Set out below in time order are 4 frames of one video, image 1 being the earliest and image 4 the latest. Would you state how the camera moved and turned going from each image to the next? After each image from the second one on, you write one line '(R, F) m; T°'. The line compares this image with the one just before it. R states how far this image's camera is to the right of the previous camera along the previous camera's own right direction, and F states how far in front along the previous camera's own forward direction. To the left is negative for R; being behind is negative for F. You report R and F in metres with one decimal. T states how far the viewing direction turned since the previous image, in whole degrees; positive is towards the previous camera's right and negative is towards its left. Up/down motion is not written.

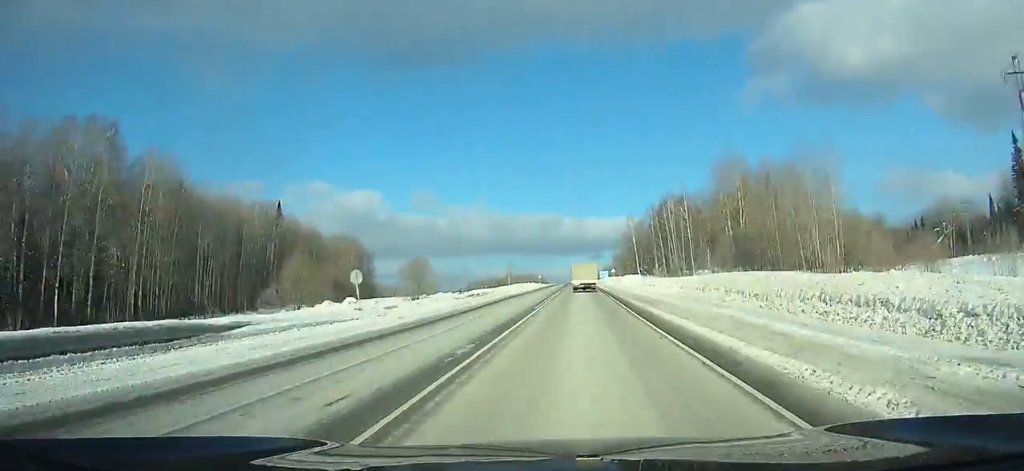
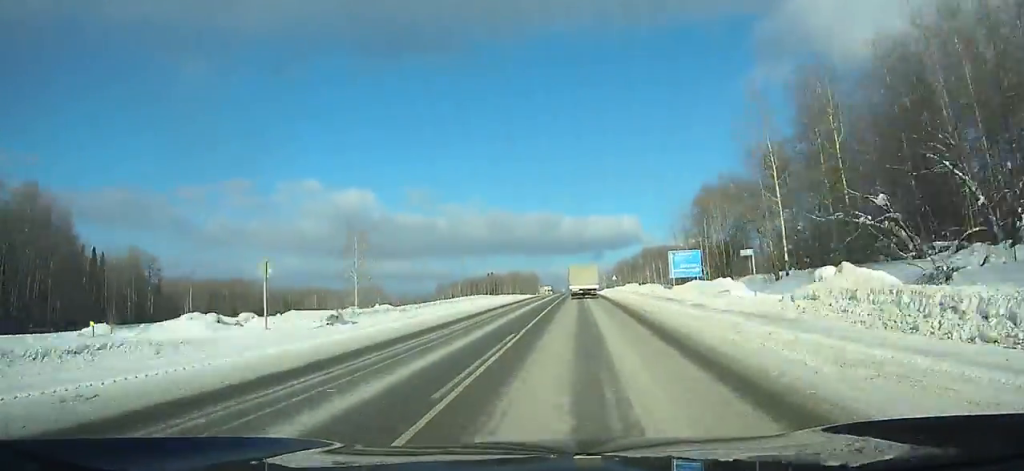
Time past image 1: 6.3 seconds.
(-0.5, +137.7) m; -1°
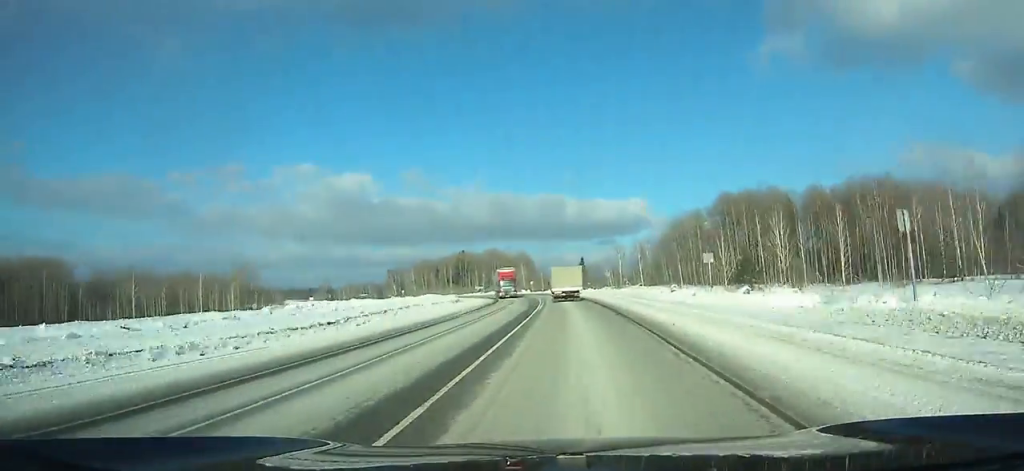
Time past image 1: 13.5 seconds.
(-1.1, +149.2) m; -3°
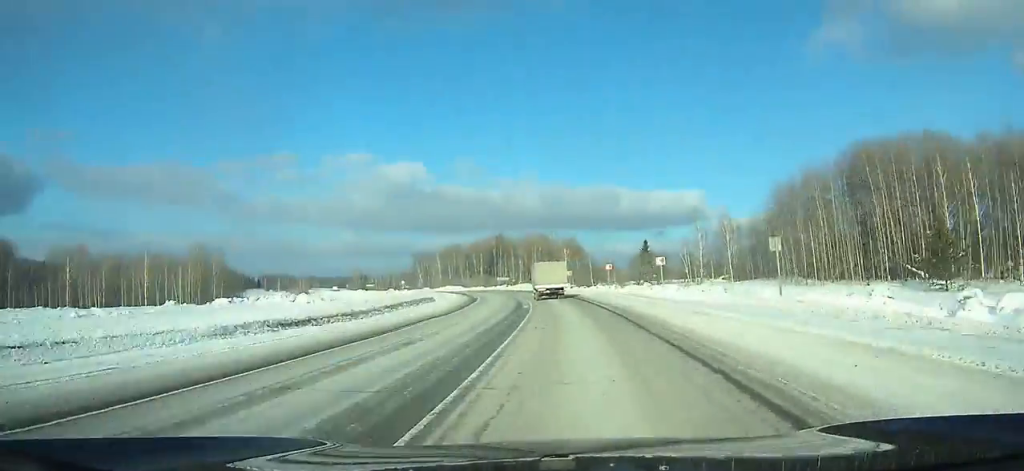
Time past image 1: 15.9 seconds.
(-1.6, +49.1) m; -5°
